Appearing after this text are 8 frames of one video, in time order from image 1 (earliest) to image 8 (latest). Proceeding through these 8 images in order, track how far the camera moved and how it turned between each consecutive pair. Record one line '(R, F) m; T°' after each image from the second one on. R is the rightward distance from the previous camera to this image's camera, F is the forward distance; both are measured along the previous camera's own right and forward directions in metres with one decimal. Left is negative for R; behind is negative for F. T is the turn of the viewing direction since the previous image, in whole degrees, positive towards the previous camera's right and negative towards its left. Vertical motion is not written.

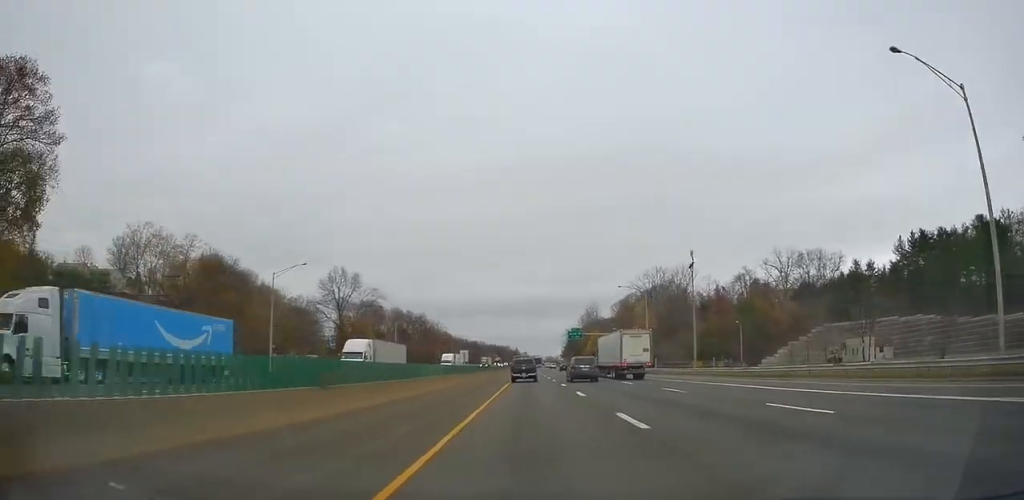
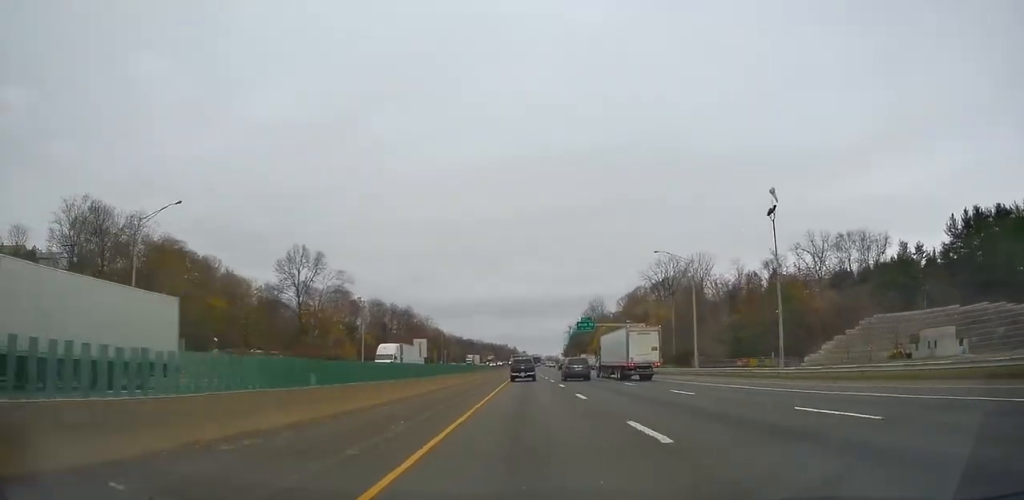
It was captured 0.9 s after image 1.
(0.0, +26.2) m; +1°
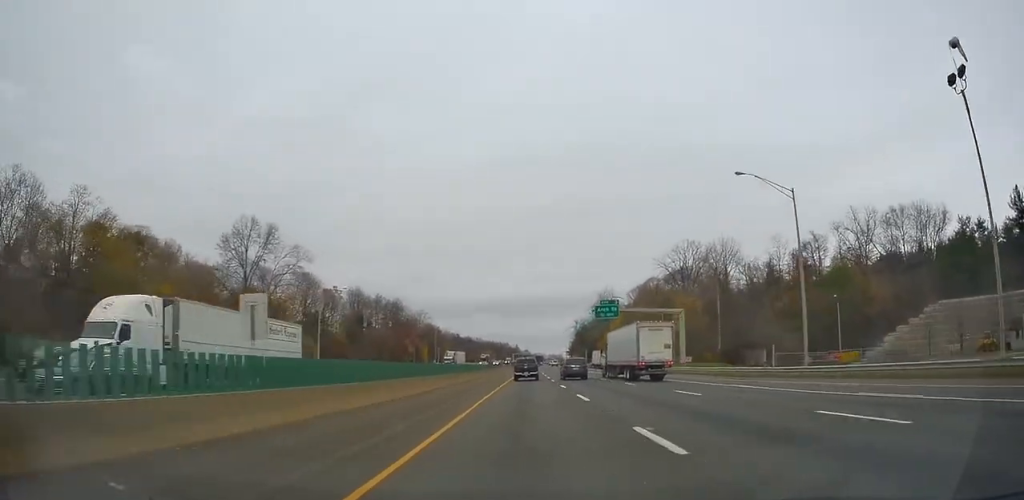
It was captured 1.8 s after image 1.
(+0.3, +25.4) m; 0°
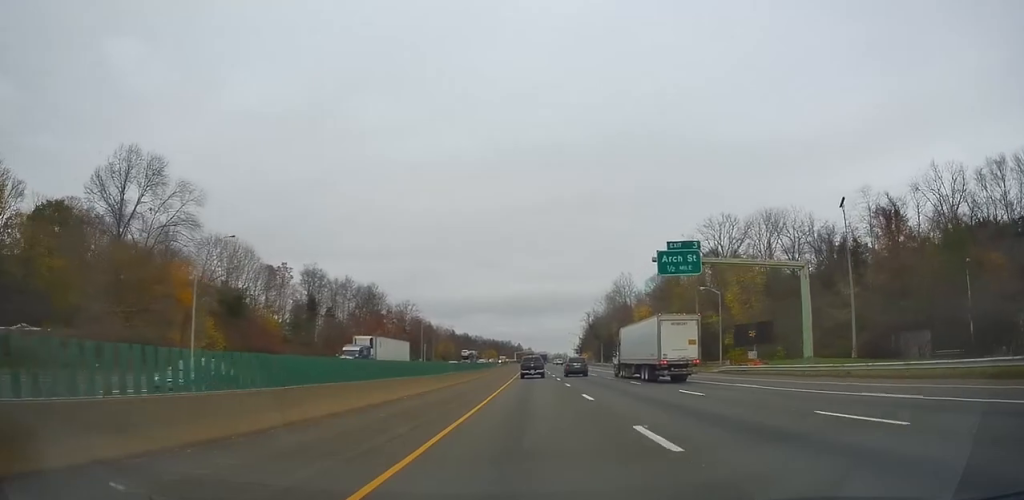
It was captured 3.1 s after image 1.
(-0.1, +36.1) m; -1°
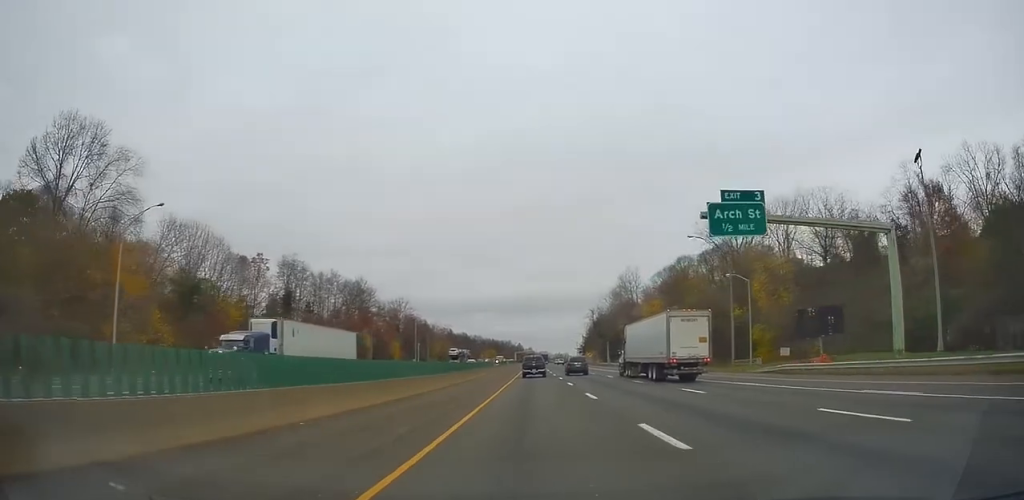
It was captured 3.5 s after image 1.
(+0.3, +12.0) m; -1°
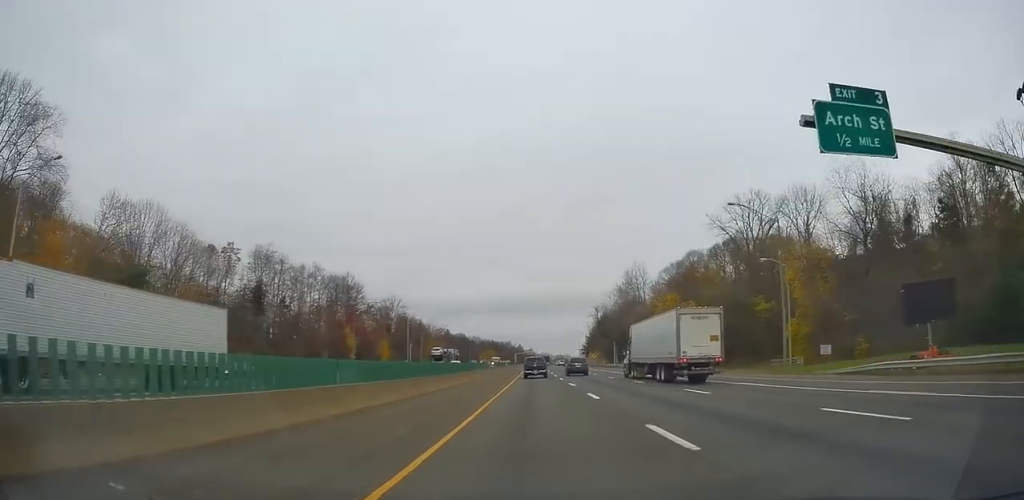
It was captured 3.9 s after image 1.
(-0.3, +12.1) m; -1°
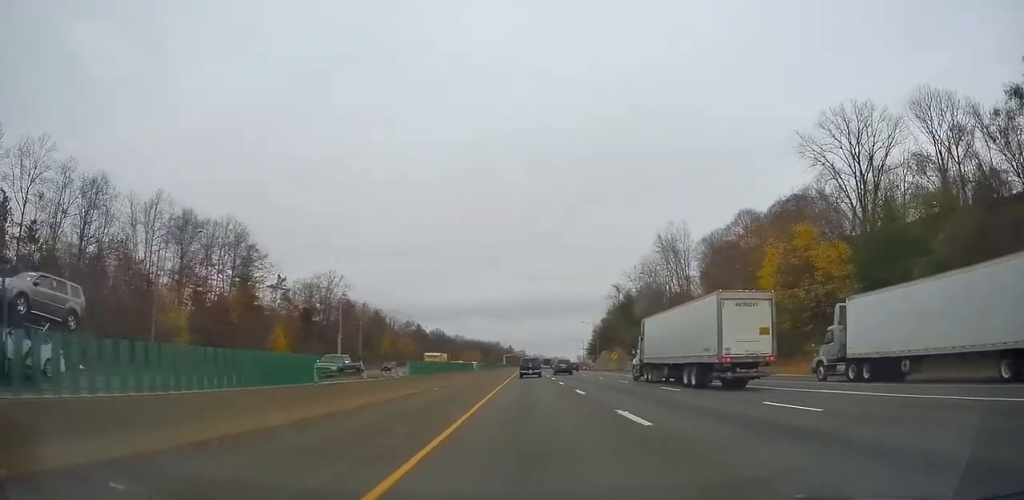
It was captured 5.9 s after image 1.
(-0.3, +58.2) m; +1°
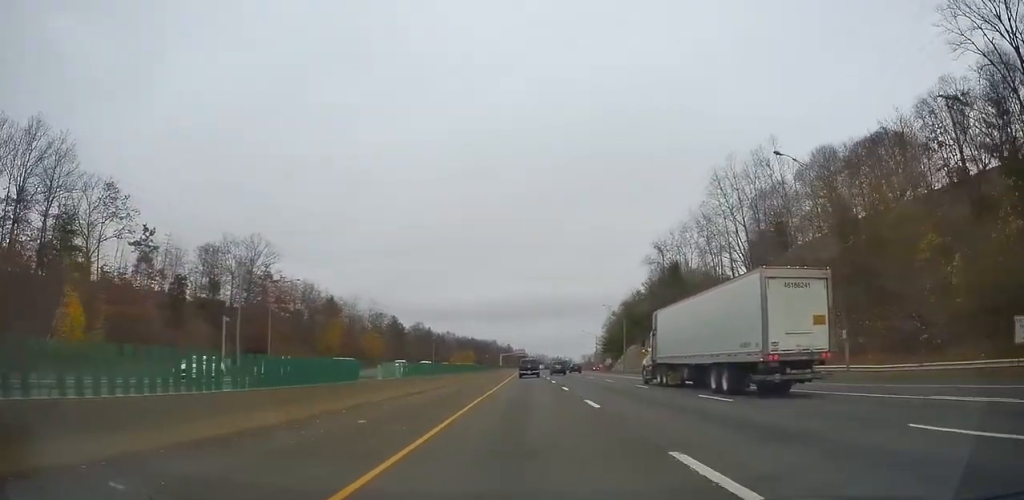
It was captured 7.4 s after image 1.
(-0.1, +43.8) m; 0°
